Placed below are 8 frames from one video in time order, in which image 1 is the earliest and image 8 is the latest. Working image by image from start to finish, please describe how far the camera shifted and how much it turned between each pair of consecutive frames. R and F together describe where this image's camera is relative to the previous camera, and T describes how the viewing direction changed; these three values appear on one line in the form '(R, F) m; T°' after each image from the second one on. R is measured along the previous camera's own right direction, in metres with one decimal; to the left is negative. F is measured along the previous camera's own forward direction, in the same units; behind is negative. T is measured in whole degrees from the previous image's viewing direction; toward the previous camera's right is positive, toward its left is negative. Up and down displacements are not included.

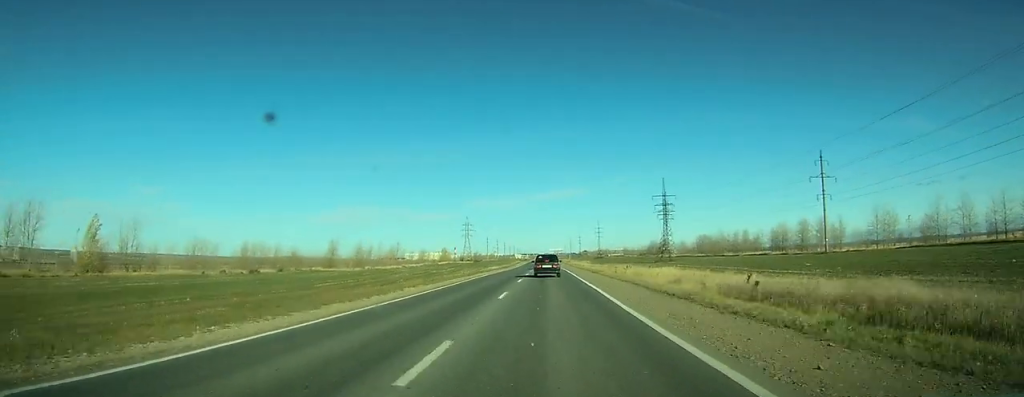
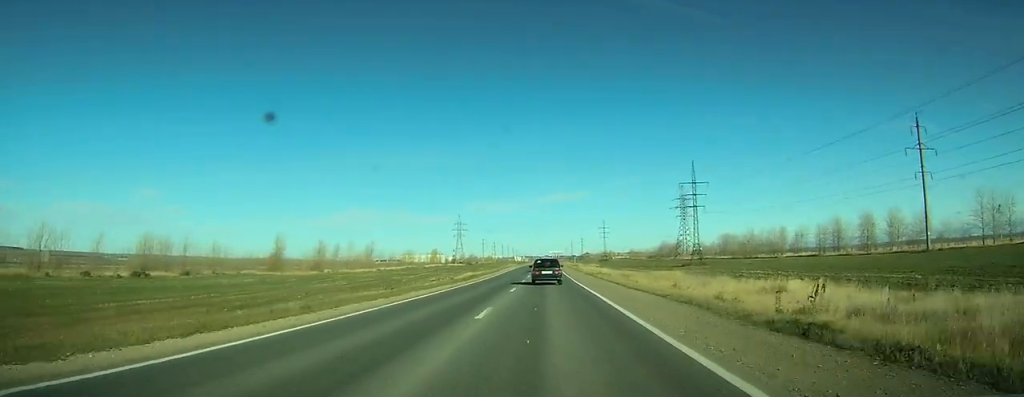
(-0.1, +43.1) m; 0°
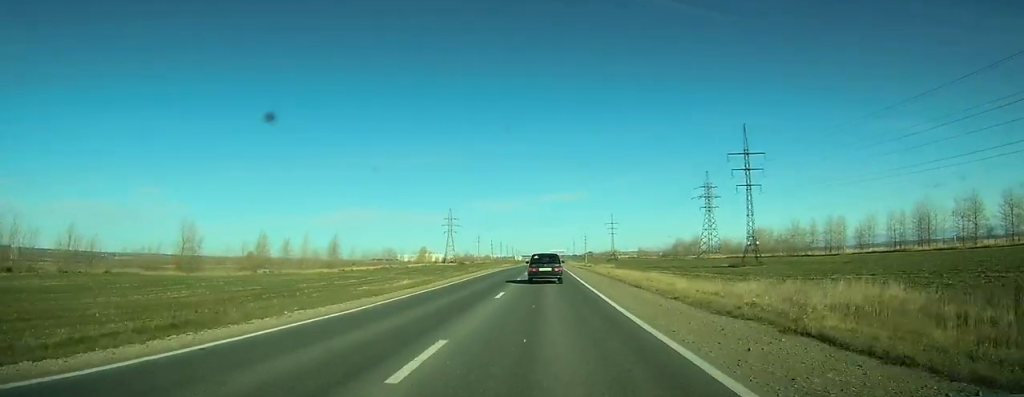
(-0.2, +42.2) m; 0°
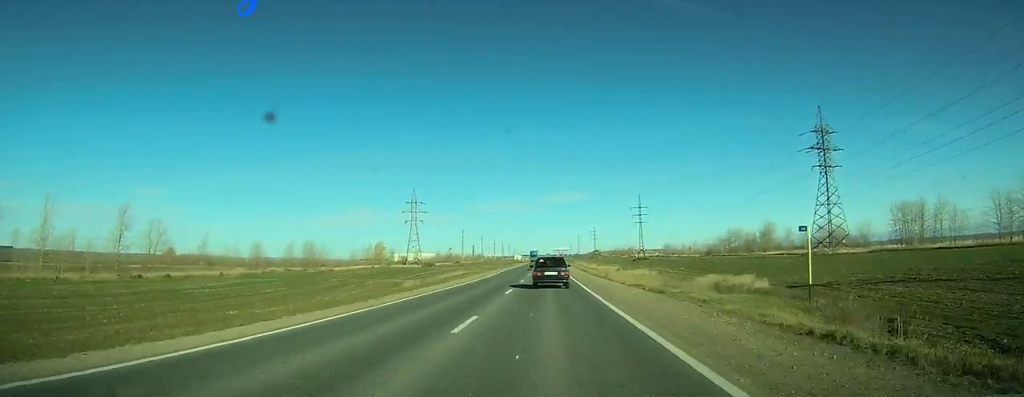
(+0.7, +103.4) m; +1°
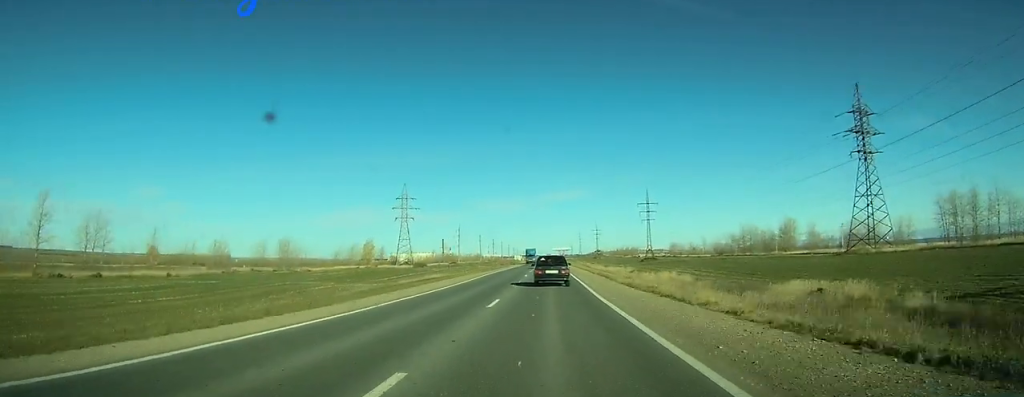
(0.0, +19.3) m; 0°
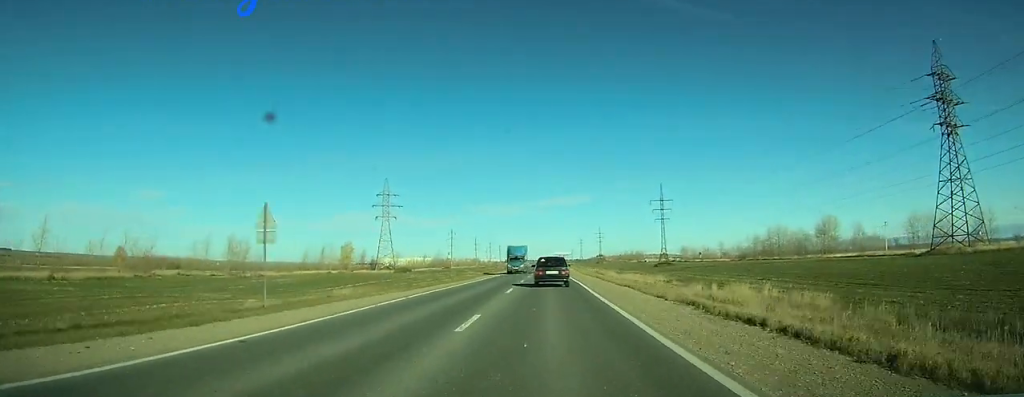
(0.0, +29.7) m; 0°
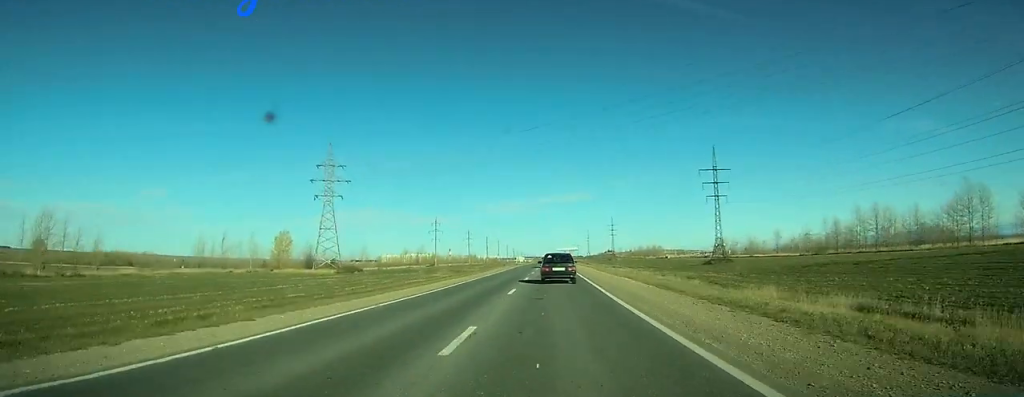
(0.0, +60.9) m; 0°
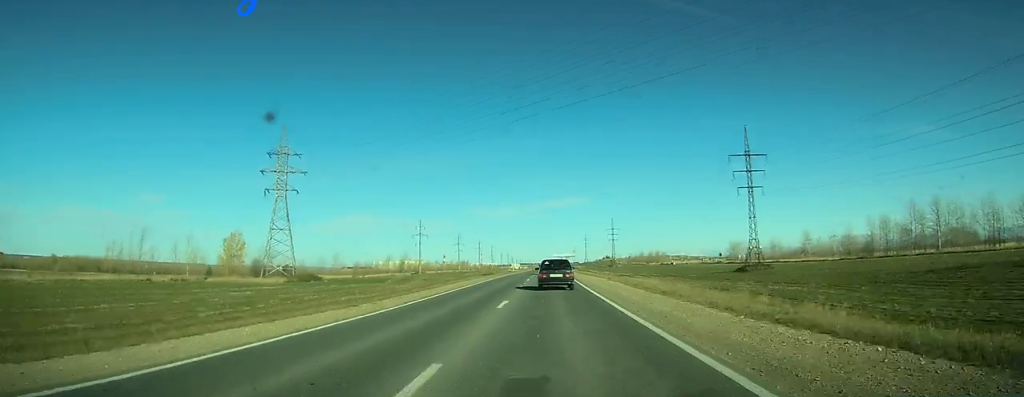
(+0.1, +25.8) m; 0°
